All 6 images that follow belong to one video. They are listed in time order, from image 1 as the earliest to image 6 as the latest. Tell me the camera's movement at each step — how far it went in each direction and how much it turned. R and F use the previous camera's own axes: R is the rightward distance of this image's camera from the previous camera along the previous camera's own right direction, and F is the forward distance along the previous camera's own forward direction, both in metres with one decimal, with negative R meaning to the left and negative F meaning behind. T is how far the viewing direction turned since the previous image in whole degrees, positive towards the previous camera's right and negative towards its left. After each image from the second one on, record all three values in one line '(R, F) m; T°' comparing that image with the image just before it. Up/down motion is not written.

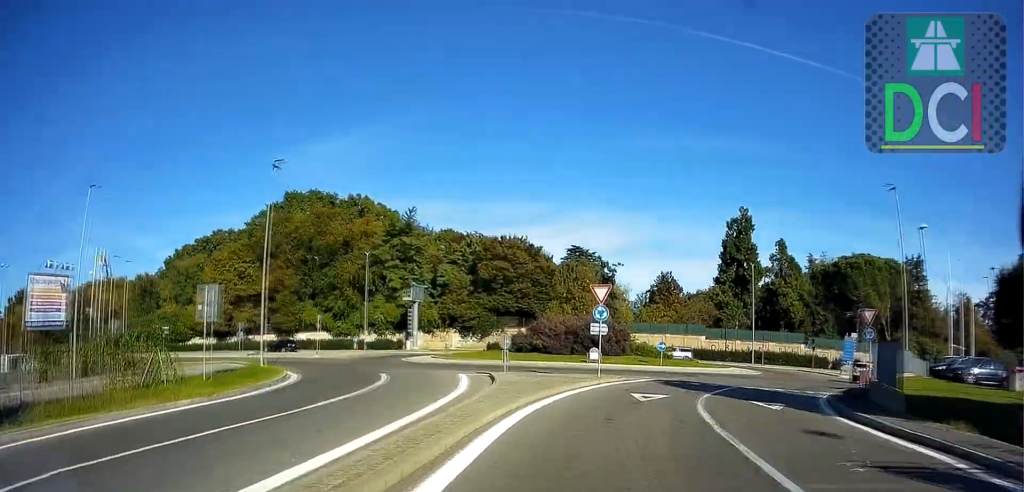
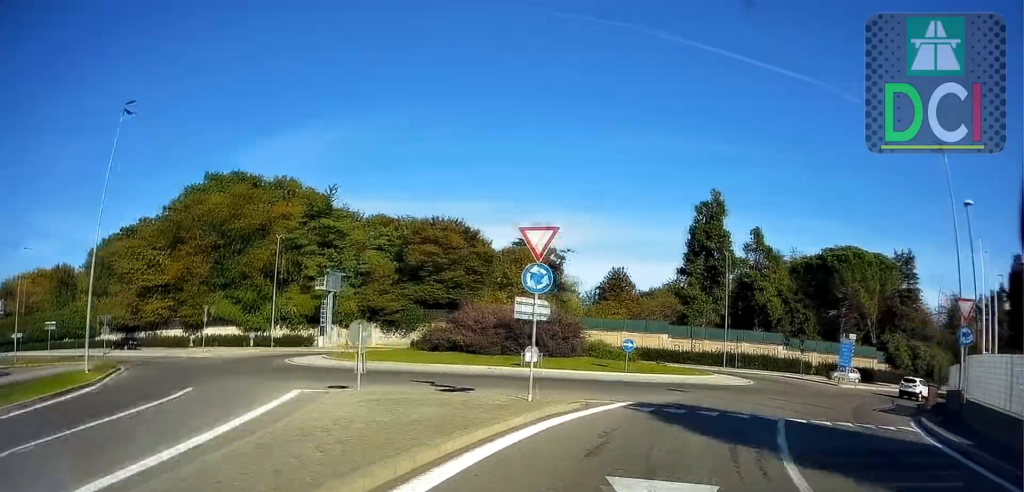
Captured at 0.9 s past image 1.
(+1.0, +10.9) m; +9°
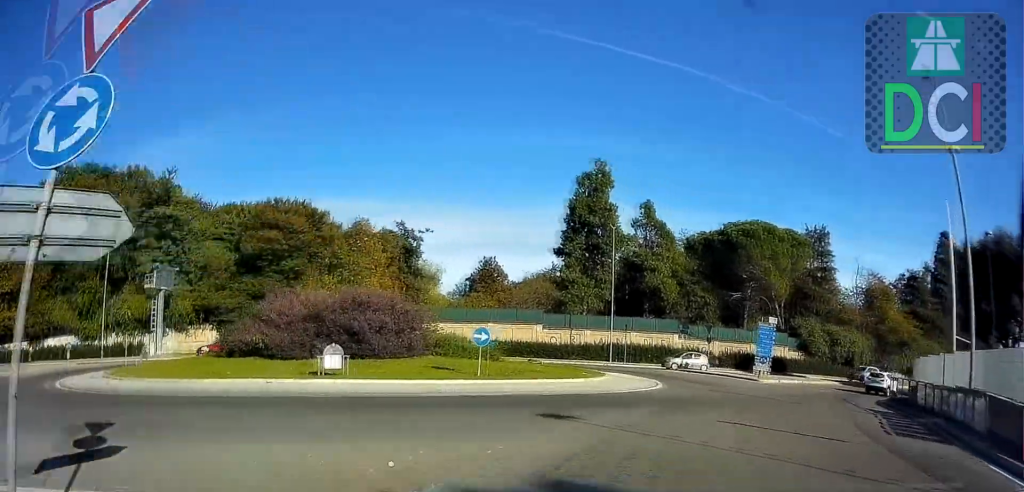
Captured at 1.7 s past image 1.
(+0.8, +8.9) m; +9°
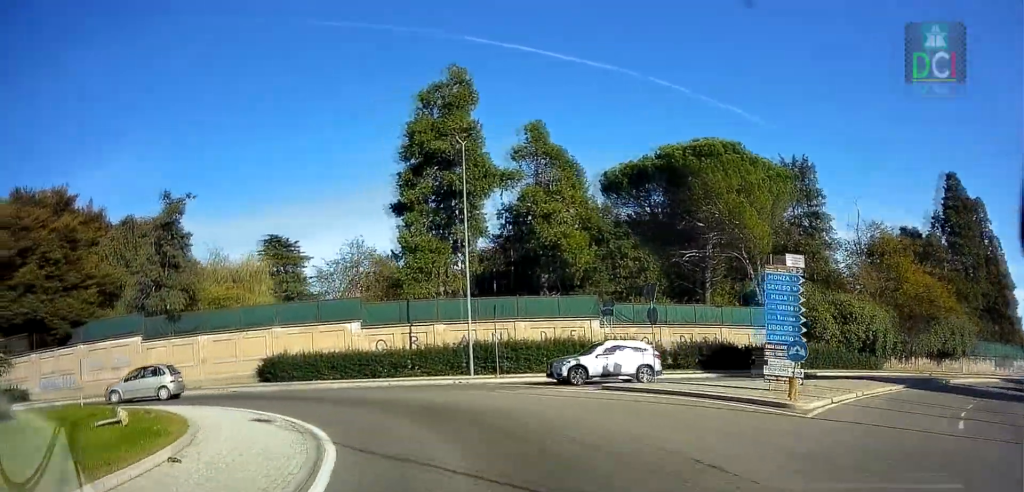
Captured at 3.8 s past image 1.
(+2.0, +23.1) m; -9°
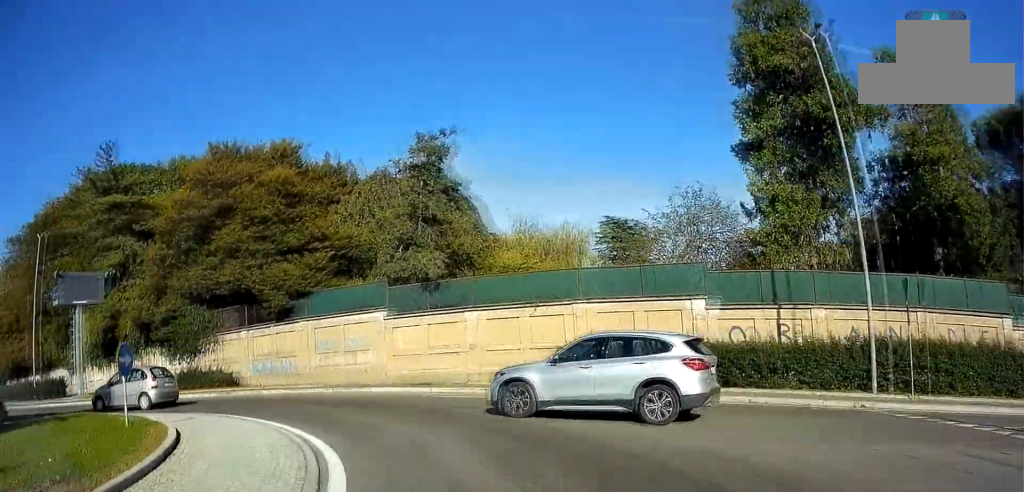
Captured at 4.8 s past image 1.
(-2.2, +10.1) m; -29°
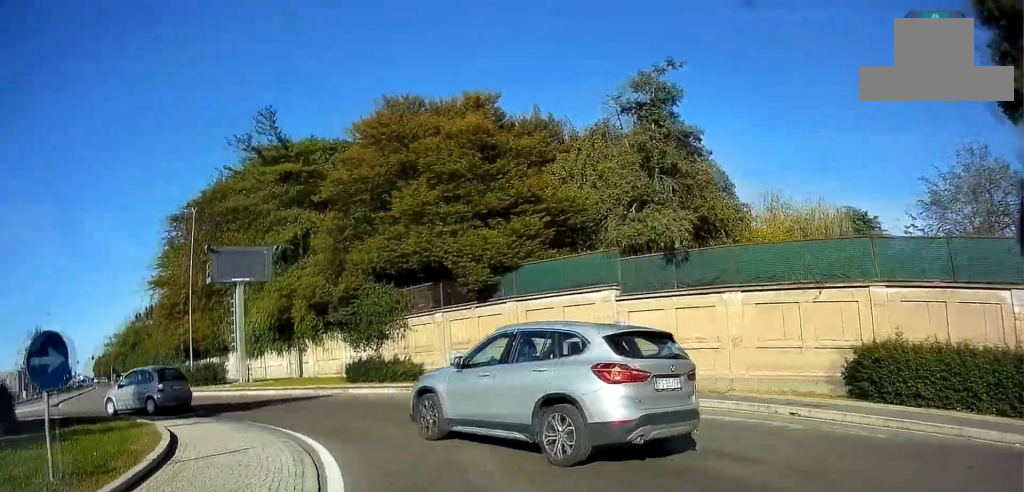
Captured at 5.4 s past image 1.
(-0.6, +5.8) m; -20°
